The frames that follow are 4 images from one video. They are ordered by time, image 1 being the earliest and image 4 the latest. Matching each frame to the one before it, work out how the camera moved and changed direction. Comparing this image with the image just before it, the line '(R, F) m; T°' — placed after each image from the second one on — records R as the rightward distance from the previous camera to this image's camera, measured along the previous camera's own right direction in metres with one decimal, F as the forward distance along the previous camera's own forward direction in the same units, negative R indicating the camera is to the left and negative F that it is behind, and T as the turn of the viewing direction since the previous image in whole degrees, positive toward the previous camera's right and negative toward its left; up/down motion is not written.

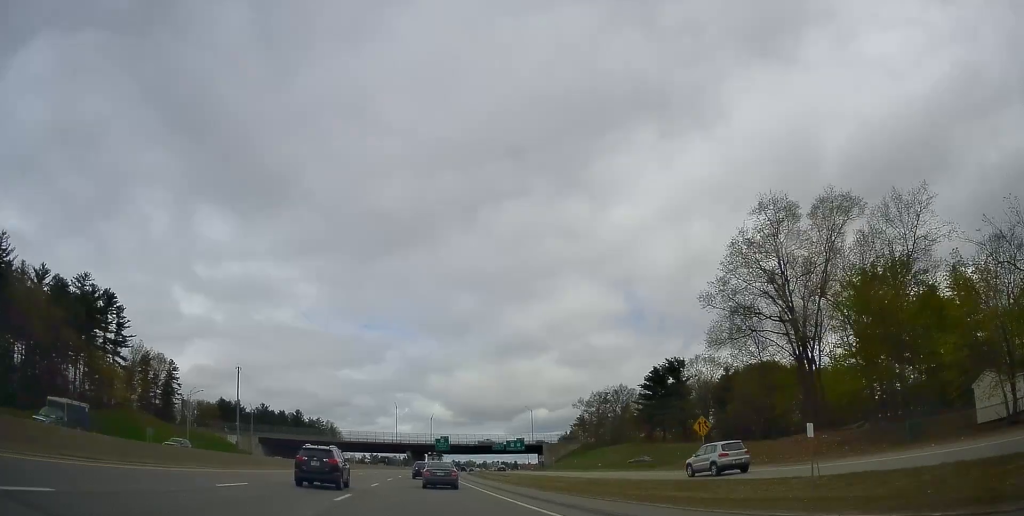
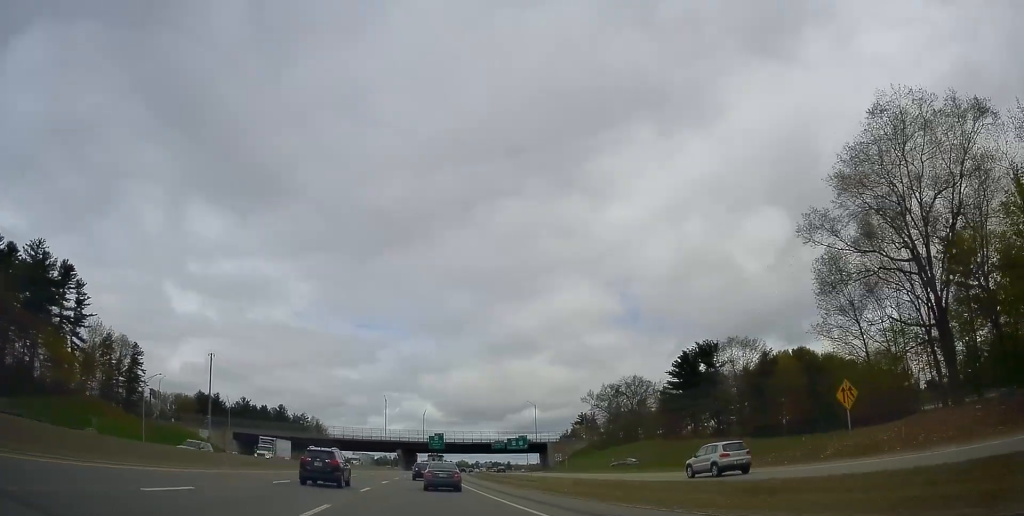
(+0.1, +17.3) m; 0°
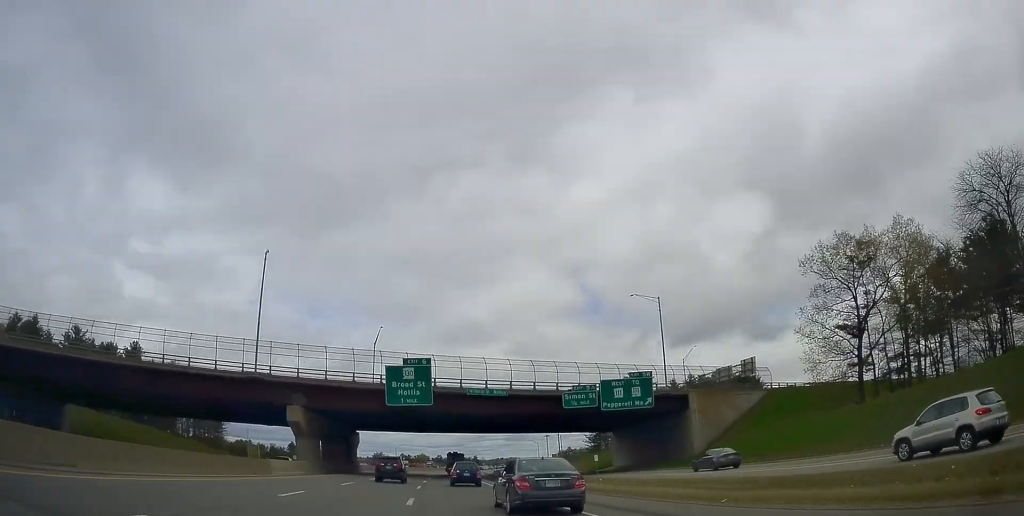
(+4.2, +100.7) m; +5°
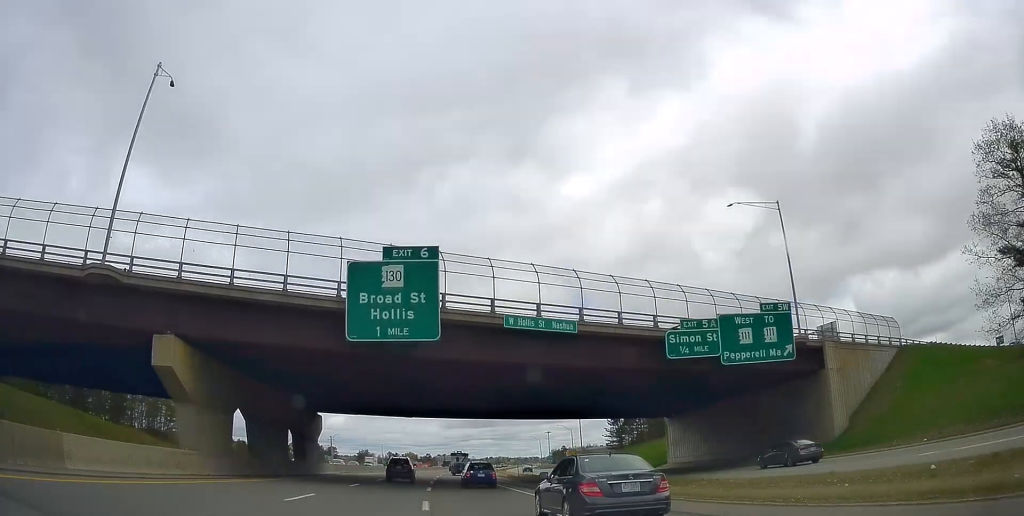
(+0.3, +25.3) m; +1°
